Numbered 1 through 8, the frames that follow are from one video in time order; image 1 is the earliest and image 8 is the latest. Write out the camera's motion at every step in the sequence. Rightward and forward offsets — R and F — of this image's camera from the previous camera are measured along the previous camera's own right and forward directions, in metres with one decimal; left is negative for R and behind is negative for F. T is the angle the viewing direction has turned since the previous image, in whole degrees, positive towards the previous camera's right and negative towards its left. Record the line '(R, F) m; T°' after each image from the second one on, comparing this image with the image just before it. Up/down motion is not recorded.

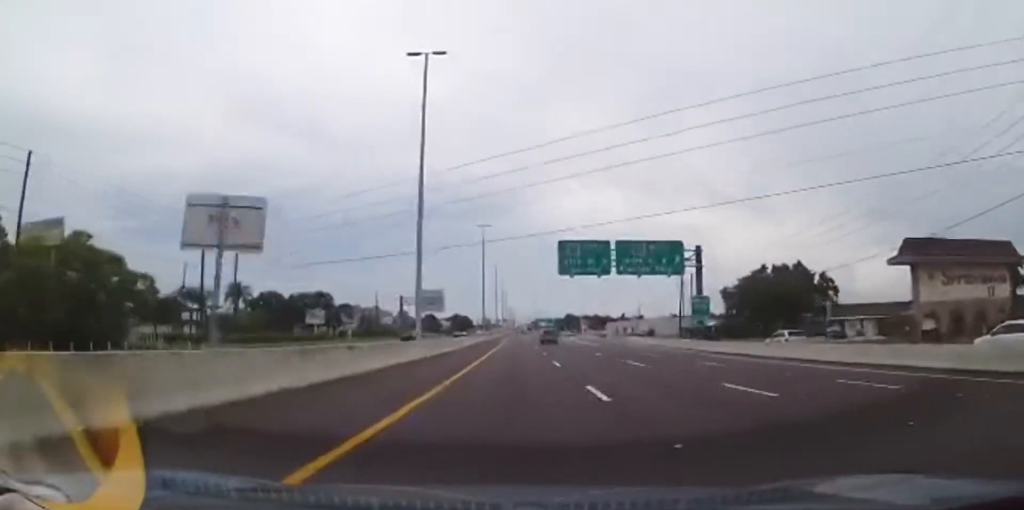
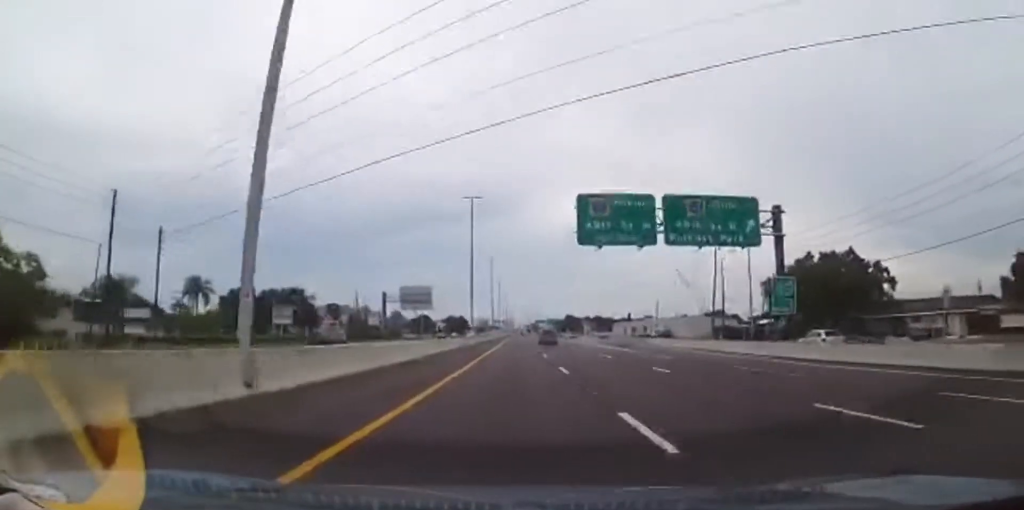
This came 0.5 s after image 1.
(0.0, +17.0) m; 0°
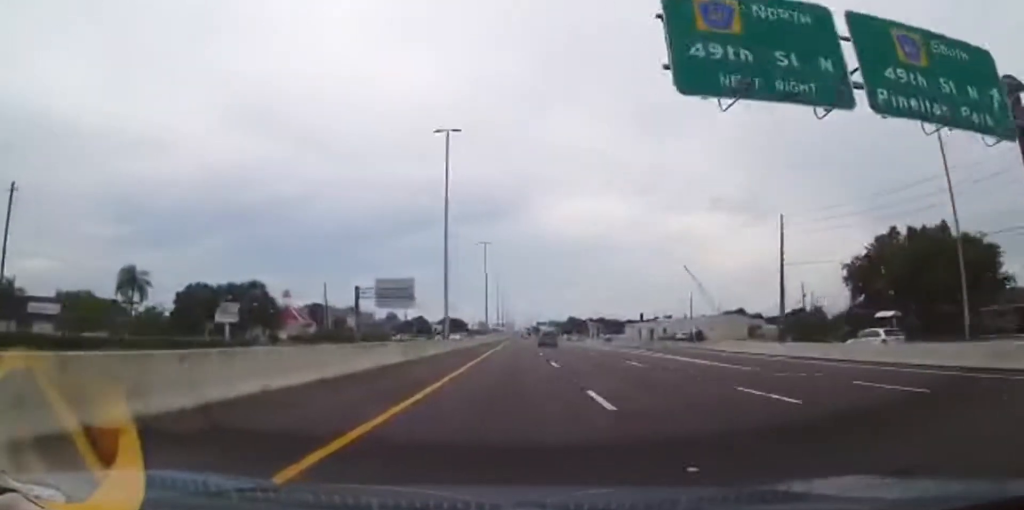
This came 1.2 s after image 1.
(0.0, +21.2) m; 0°
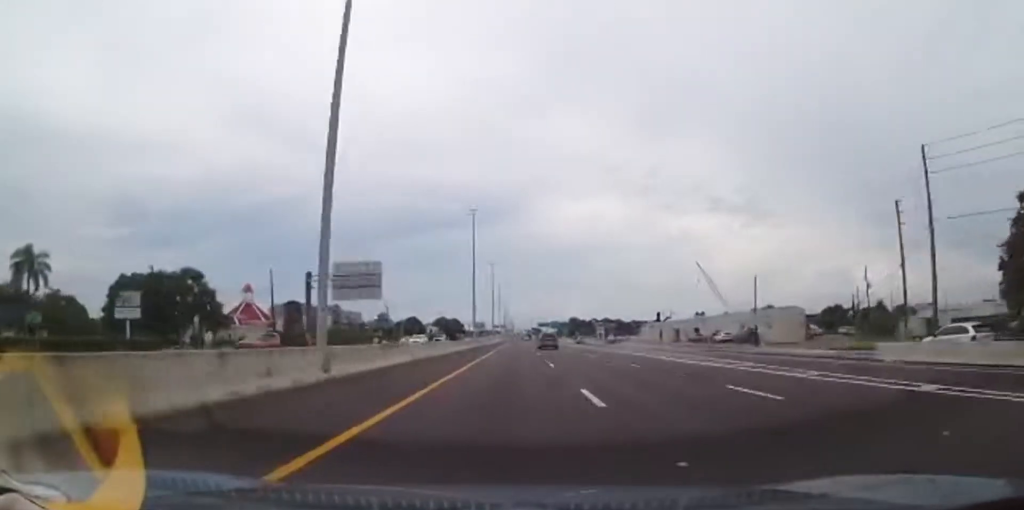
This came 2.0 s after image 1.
(0.0, +24.1) m; 0°
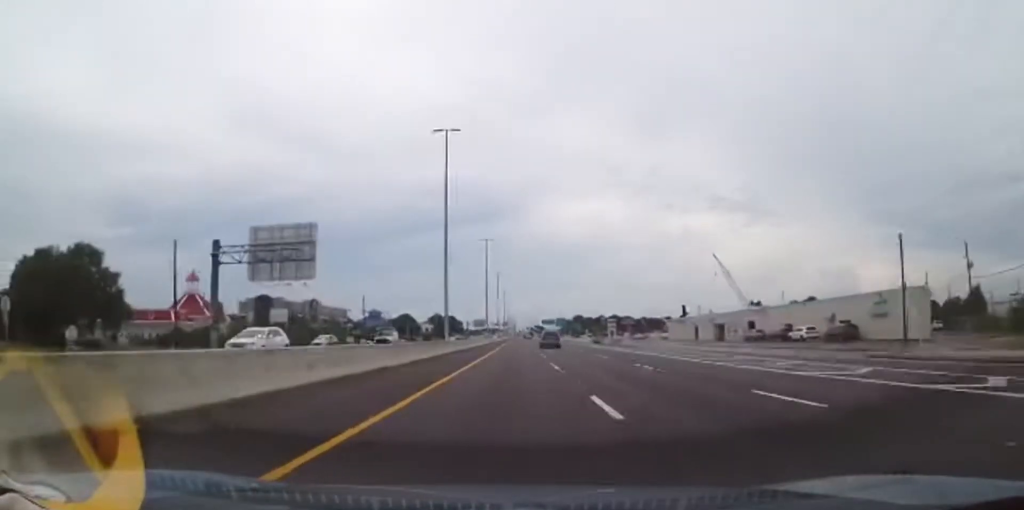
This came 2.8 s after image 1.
(0.0, +25.8) m; 0°
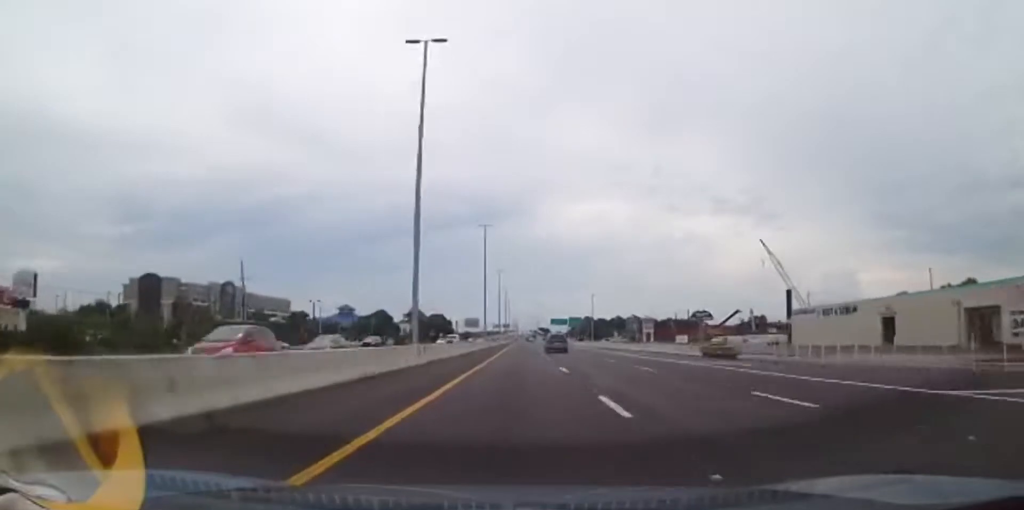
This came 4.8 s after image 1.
(0.0, +60.6) m; 0°
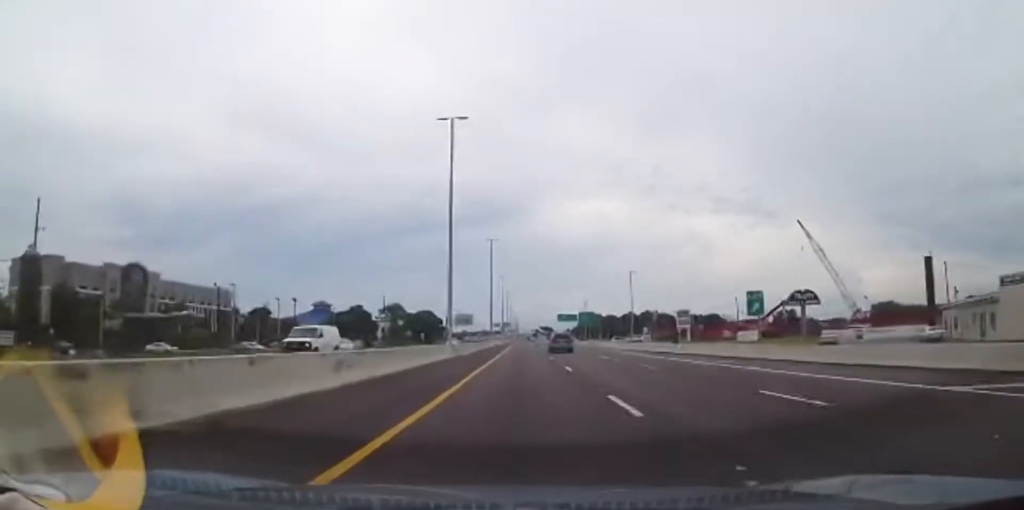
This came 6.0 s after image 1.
(0.0, +36.9) m; 0°
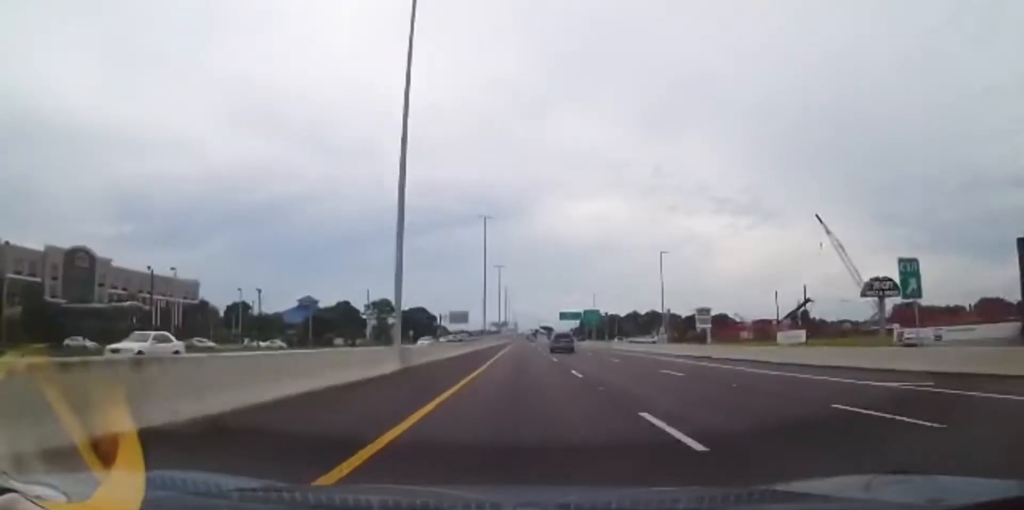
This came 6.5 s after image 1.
(0.0, +15.3) m; 0°
